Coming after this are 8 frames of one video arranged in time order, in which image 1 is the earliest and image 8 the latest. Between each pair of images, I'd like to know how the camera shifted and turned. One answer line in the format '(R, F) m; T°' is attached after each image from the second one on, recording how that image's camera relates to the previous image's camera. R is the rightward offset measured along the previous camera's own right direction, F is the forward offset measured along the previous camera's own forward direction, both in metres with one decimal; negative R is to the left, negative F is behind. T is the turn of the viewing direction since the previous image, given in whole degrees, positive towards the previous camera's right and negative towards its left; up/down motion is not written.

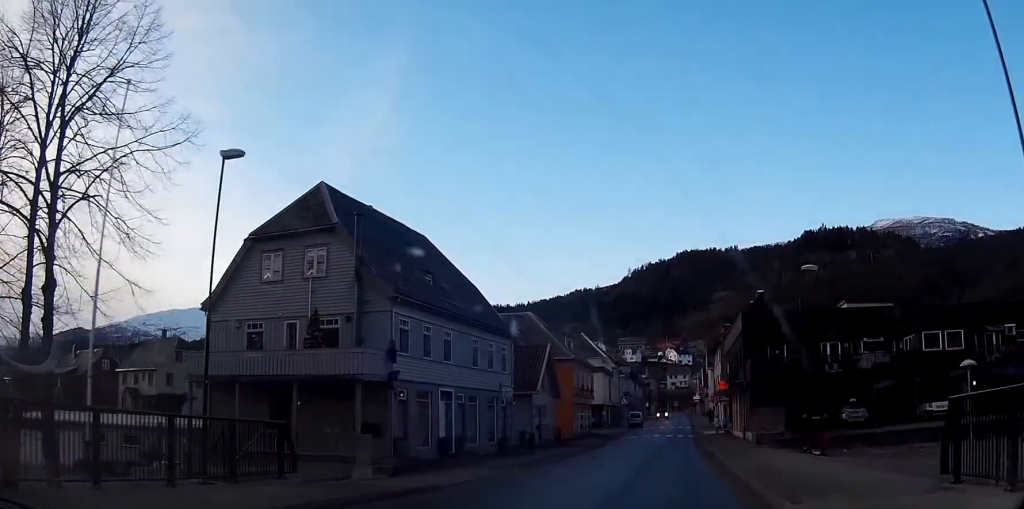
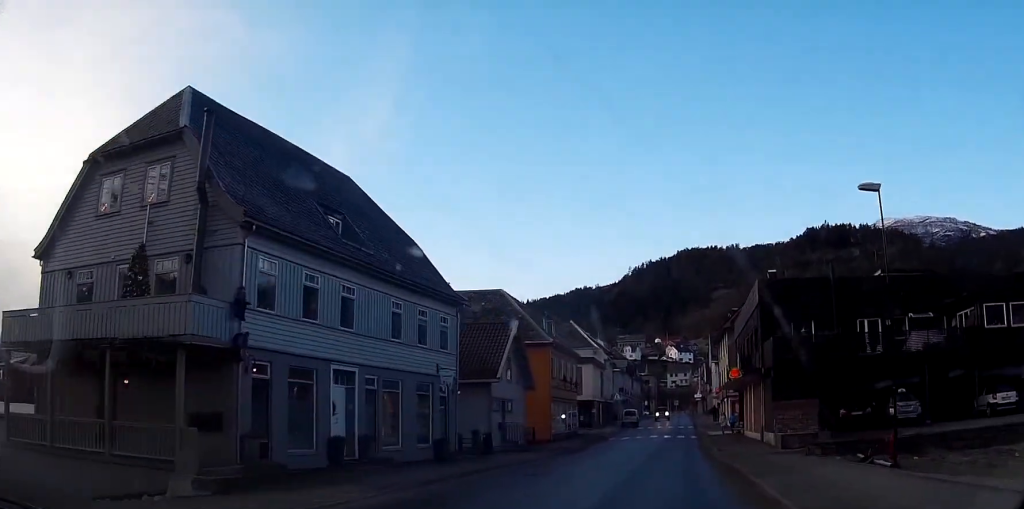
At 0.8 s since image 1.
(+0.2, +11.2) m; +1°
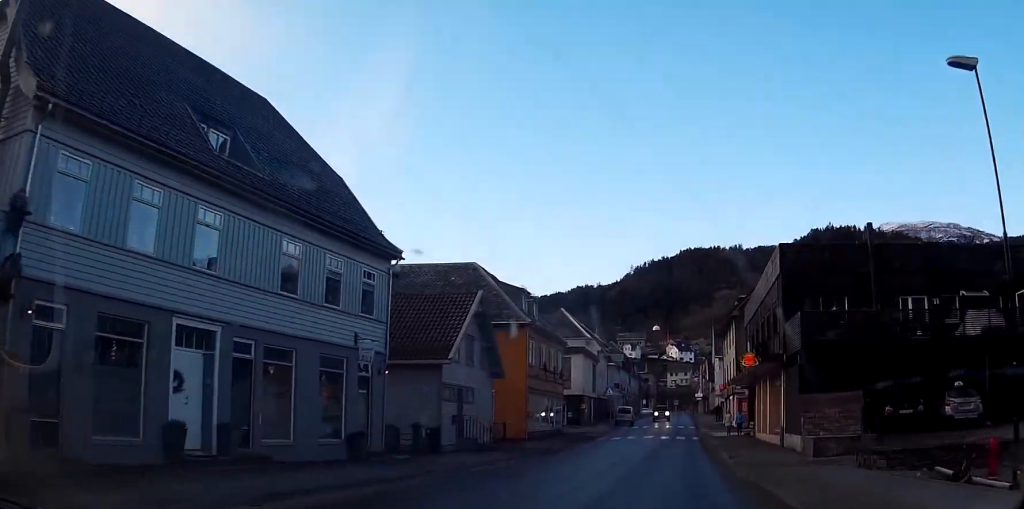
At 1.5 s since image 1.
(0.0, +8.3) m; 0°
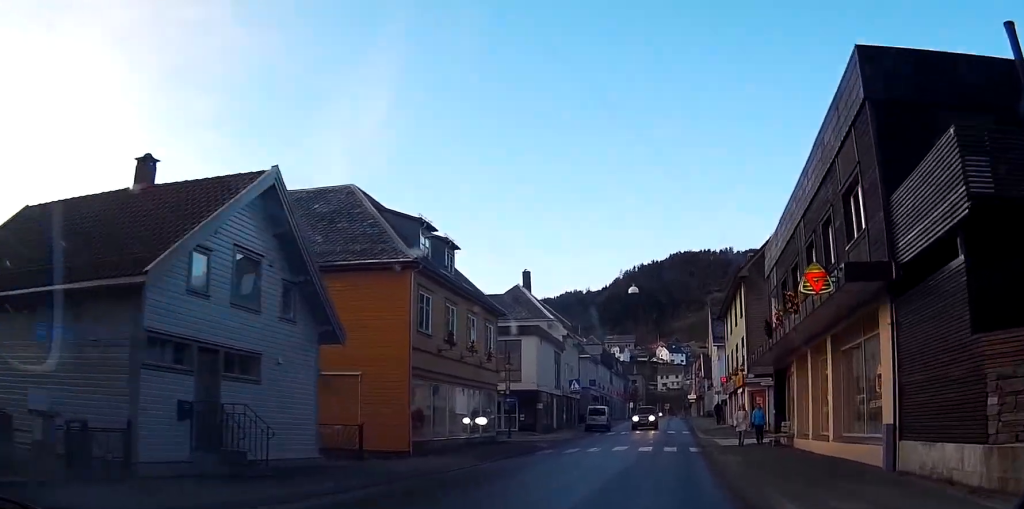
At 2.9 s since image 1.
(+0.2, +18.1) m; +1°
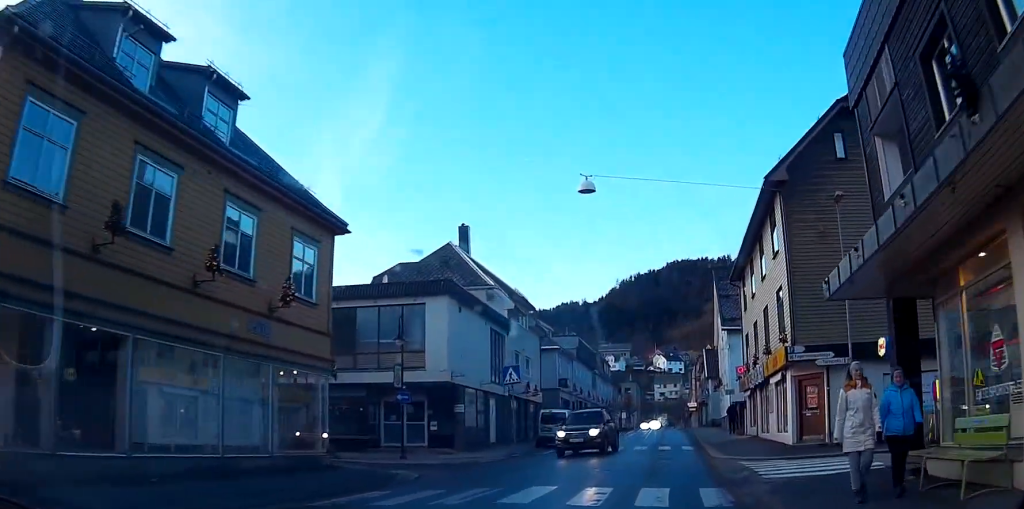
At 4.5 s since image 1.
(-0.1, +19.2) m; 0°
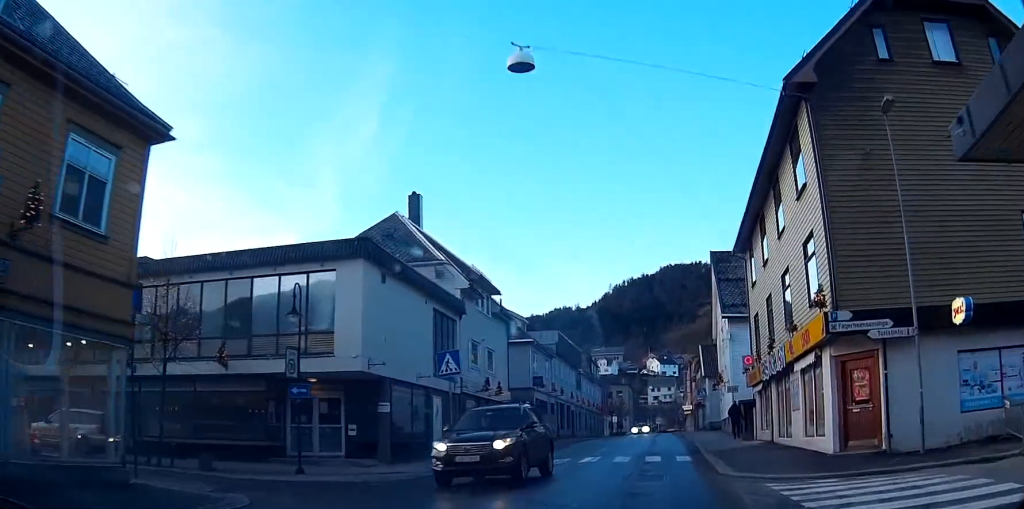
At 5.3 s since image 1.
(0.0, +8.4) m; -1°
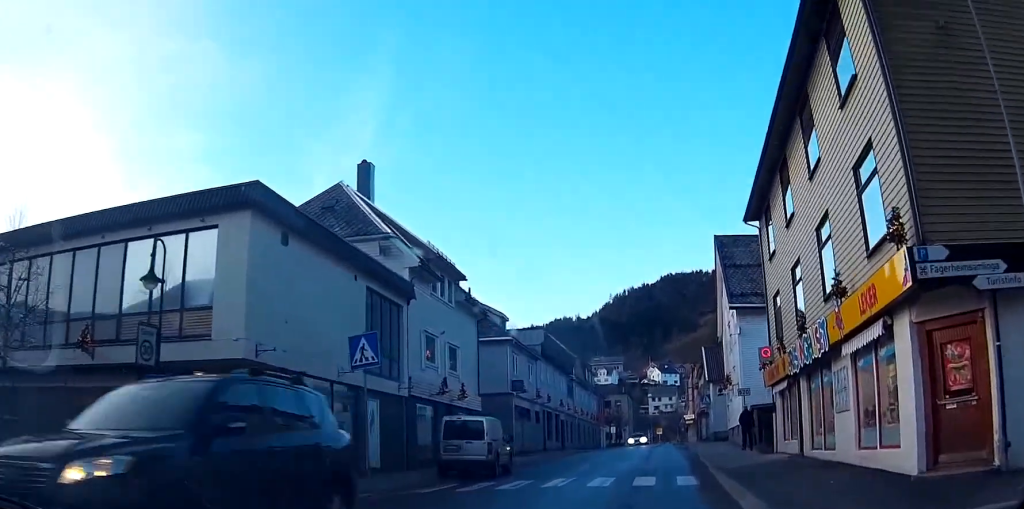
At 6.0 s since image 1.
(0.0, +7.1) m; -1°
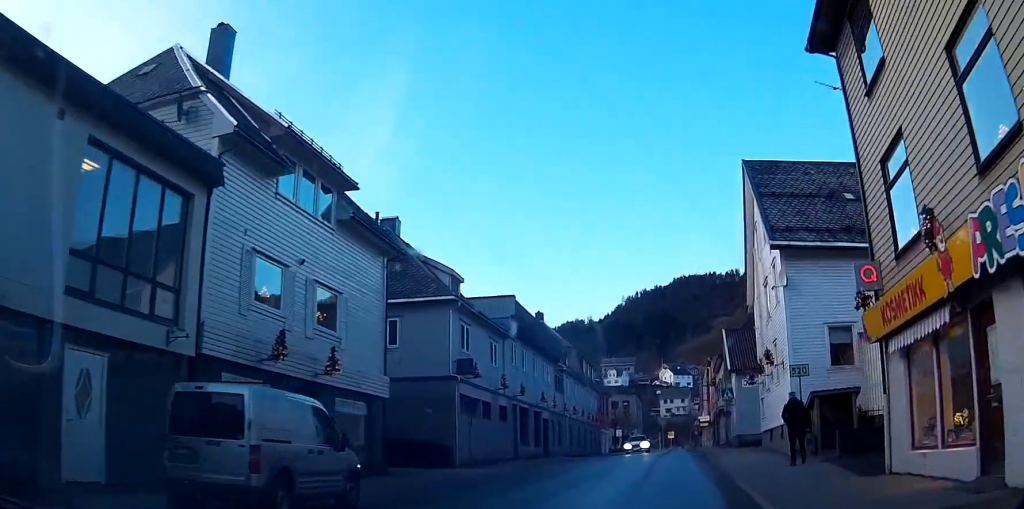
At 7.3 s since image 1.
(-0.2, +14.0) m; -1°
